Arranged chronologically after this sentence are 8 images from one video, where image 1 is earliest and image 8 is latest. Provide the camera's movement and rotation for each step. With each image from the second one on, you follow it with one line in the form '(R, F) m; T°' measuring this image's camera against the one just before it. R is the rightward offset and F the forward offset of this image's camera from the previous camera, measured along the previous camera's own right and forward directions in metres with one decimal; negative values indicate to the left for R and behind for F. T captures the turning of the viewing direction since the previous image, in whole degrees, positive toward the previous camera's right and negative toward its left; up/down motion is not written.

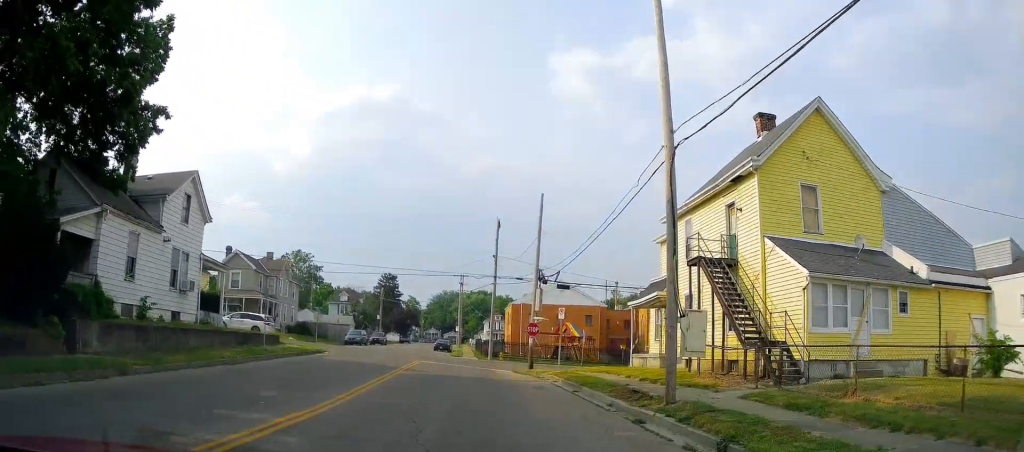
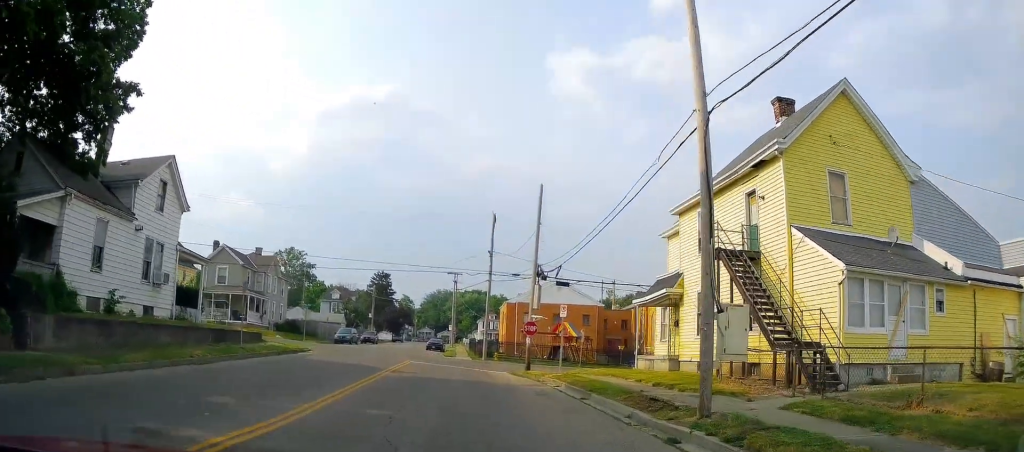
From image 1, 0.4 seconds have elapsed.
(0.0, +1.7) m; 0°
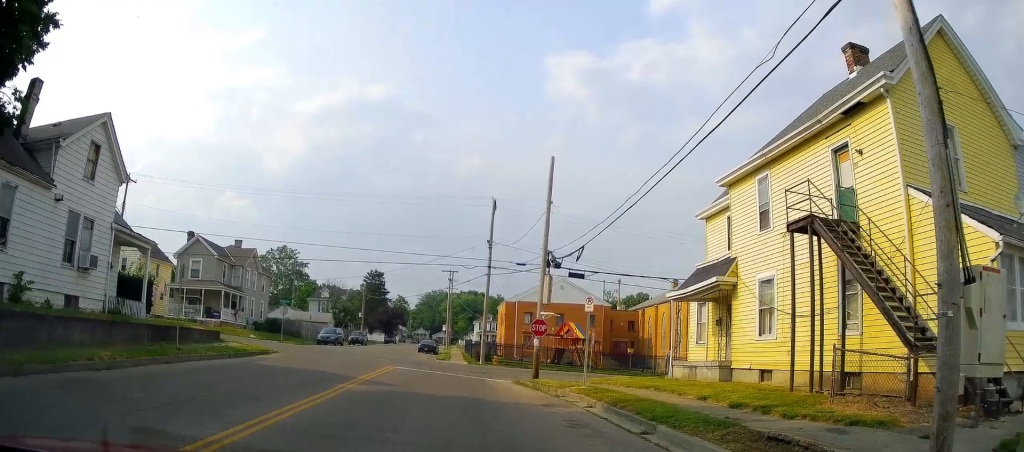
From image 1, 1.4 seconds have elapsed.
(0.0, +4.7) m; 0°
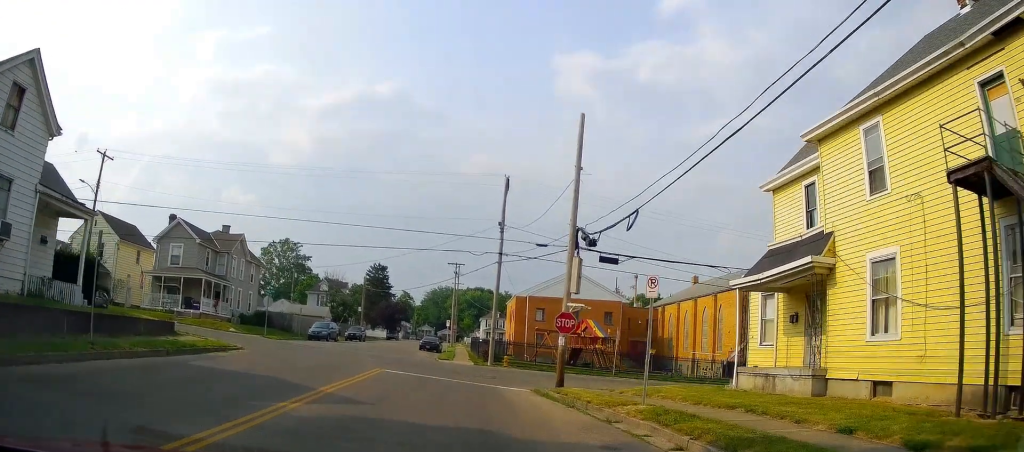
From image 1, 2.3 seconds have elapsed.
(0.0, +4.9) m; 0°
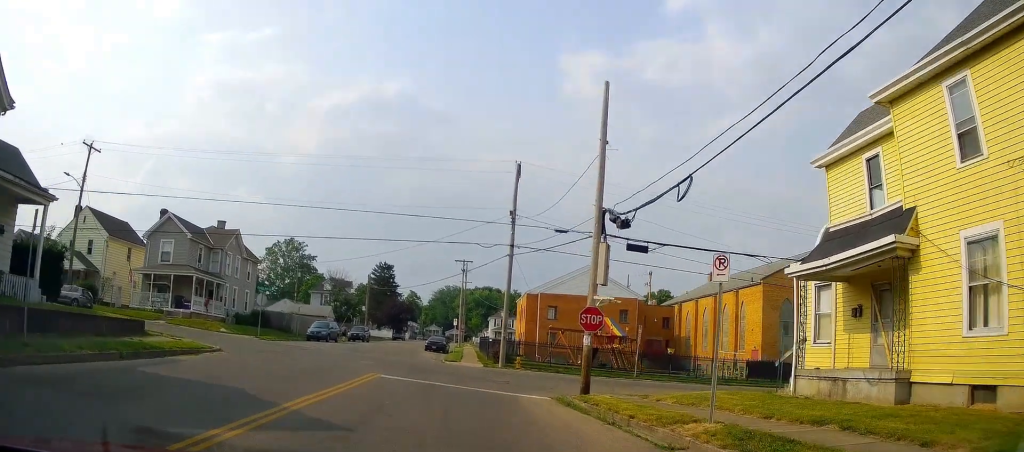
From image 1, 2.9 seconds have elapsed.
(0.0, +2.9) m; 0°
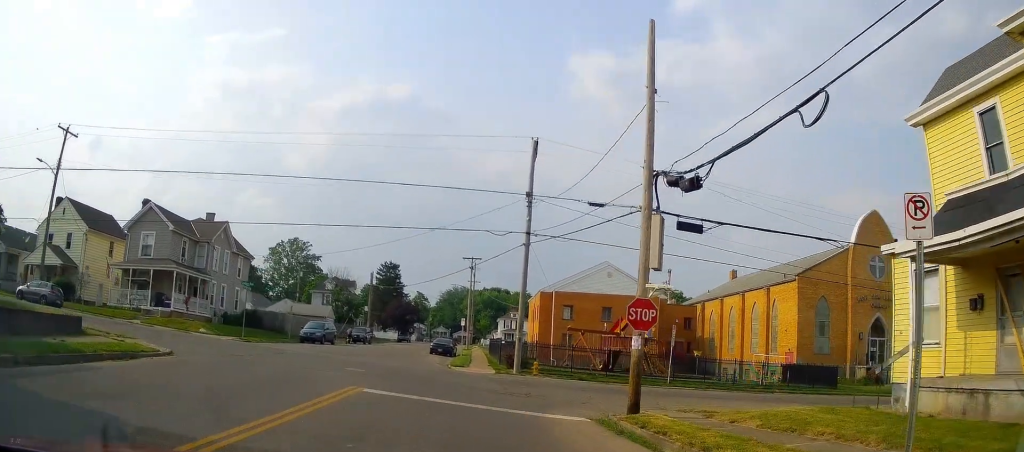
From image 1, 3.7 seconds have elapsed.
(0.0, +4.5) m; 0°
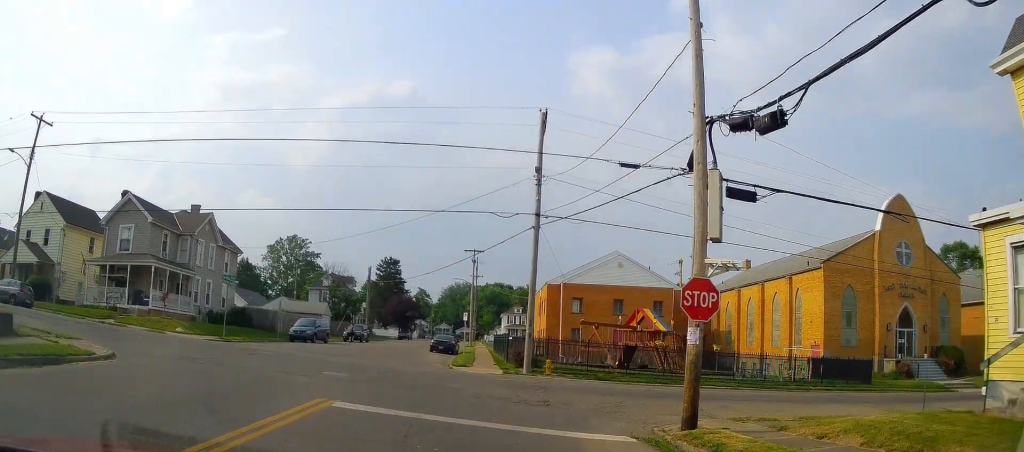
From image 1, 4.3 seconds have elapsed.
(0.0, +3.3) m; +1°
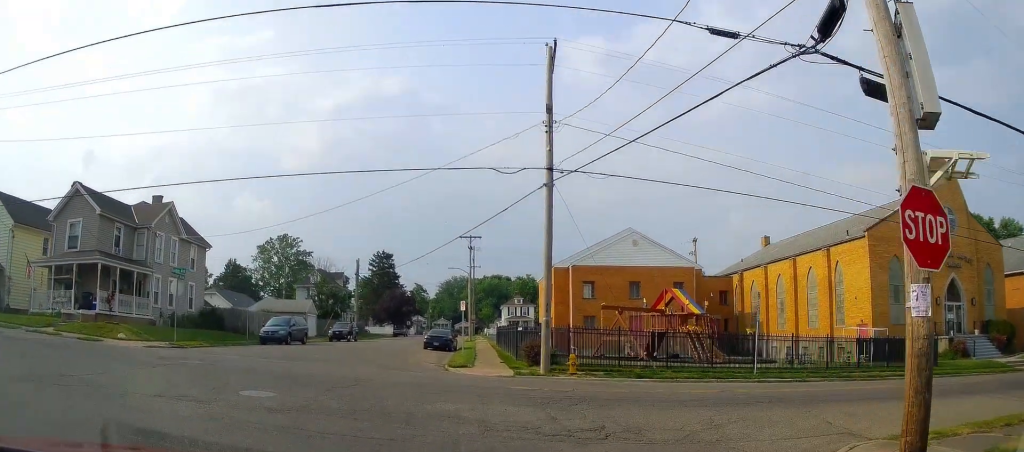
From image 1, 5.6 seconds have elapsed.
(+0.1, +6.3) m; +8°
